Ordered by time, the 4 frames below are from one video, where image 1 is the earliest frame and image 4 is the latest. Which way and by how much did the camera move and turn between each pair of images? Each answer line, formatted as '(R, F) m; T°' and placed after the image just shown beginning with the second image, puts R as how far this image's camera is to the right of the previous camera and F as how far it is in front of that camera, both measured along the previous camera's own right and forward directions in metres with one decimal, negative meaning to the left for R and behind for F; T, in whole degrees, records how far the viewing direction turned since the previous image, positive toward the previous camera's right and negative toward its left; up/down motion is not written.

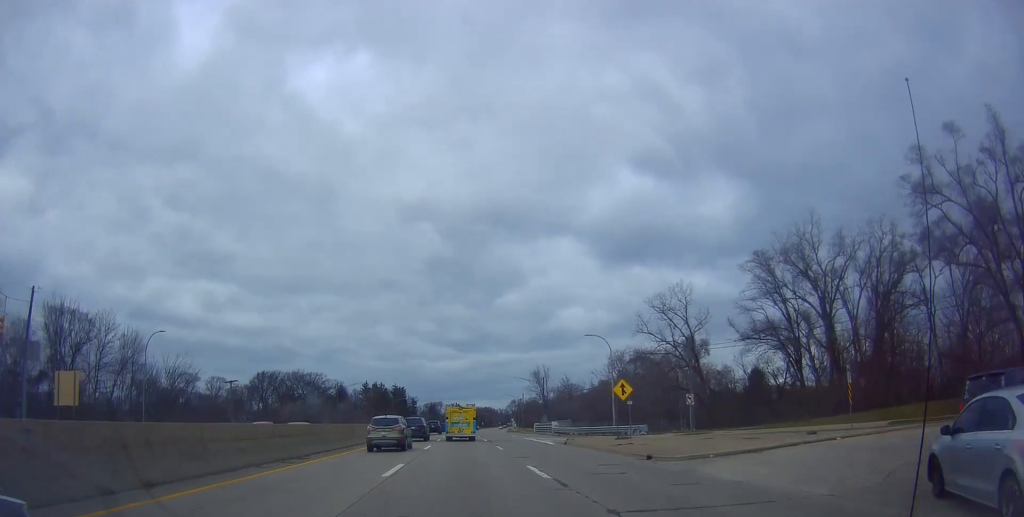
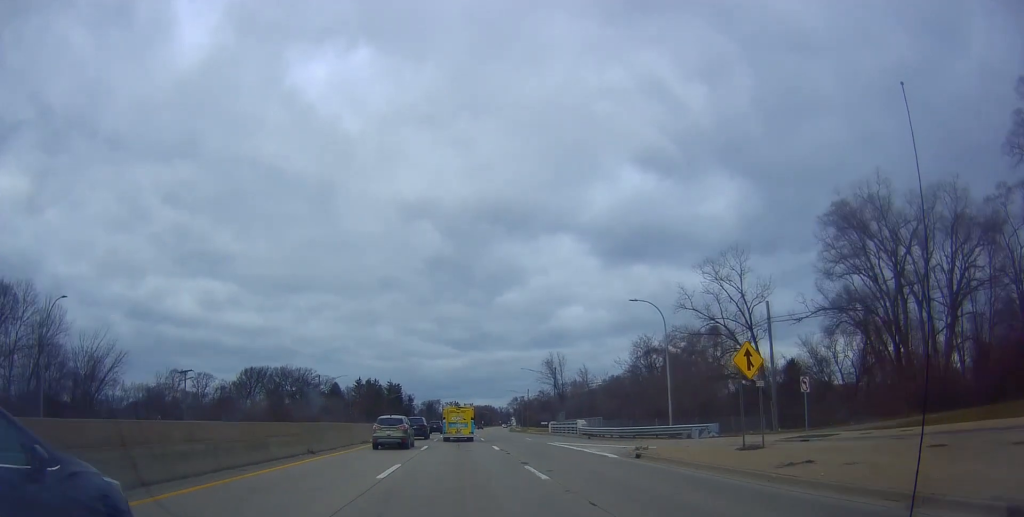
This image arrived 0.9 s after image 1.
(0.0, +14.4) m; -1°
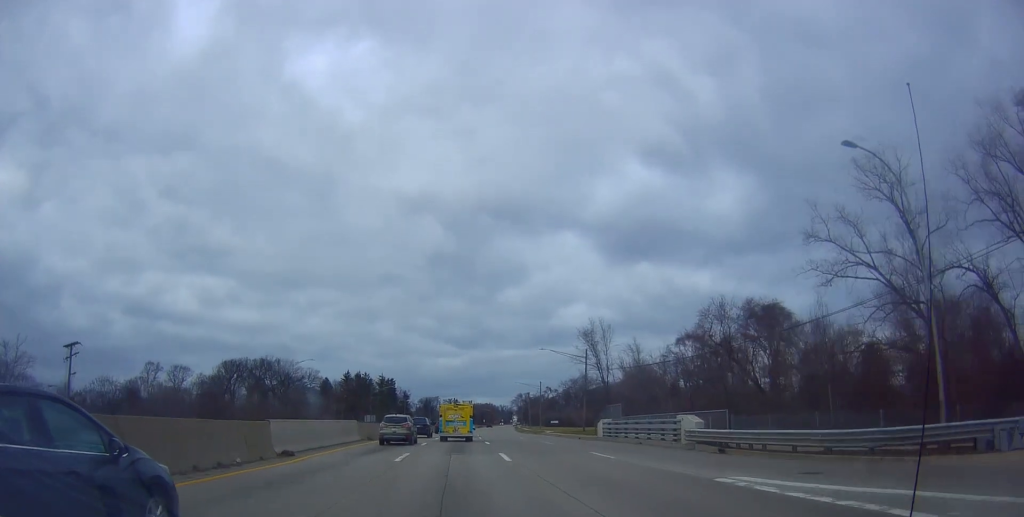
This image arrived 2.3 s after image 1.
(-0.7, +23.4) m; -1°
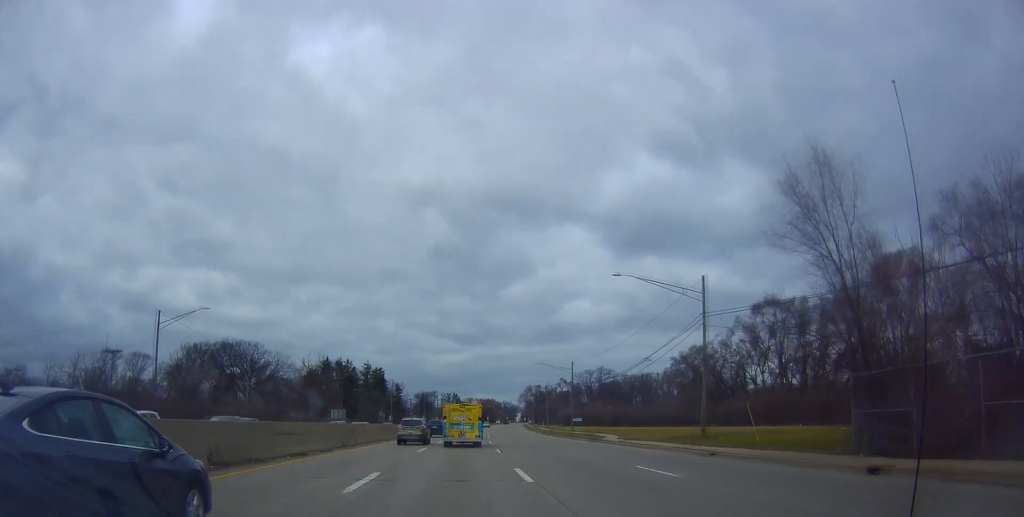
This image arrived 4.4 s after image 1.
(+0.7, +35.0) m; +3°
